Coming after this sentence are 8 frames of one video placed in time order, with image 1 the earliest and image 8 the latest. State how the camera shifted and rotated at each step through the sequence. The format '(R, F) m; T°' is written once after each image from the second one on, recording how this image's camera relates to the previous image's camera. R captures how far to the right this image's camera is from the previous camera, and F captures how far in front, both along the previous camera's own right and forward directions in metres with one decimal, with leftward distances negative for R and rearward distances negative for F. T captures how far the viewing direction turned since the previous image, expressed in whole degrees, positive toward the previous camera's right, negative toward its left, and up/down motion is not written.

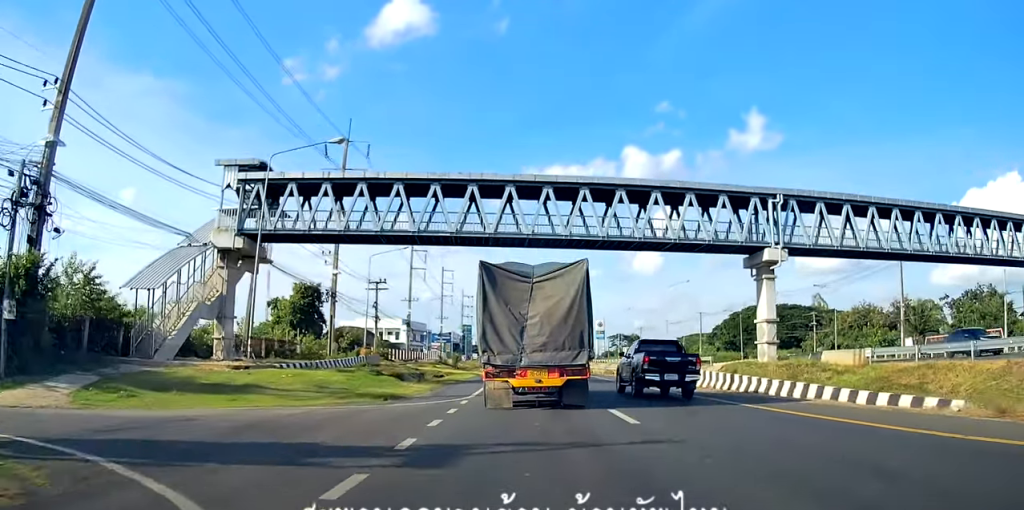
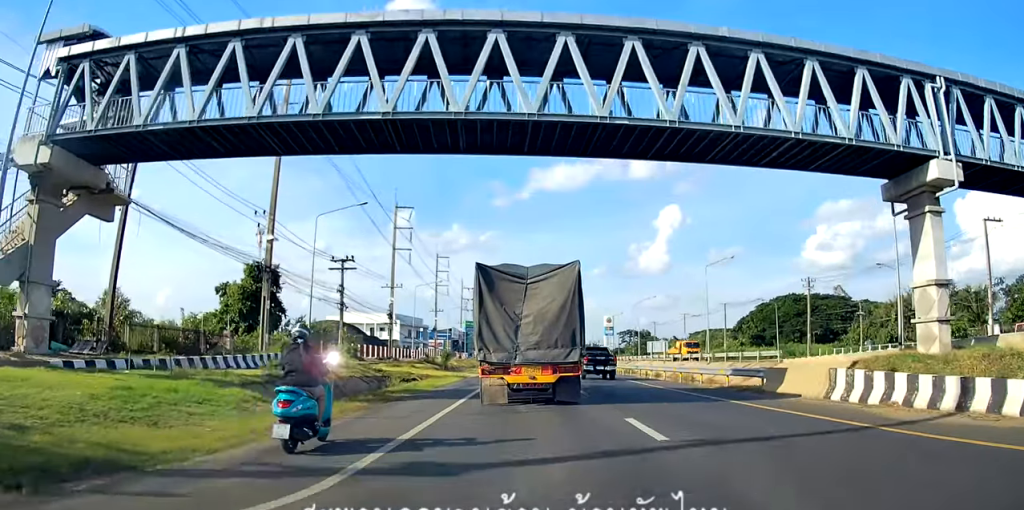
(+0.1, +14.8) m; -1°
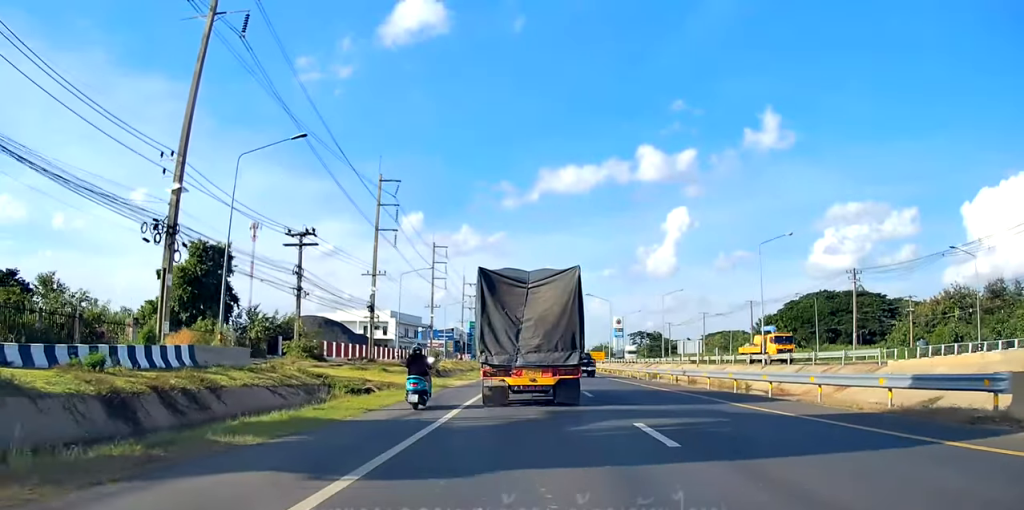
(-0.3, +12.2) m; -3°
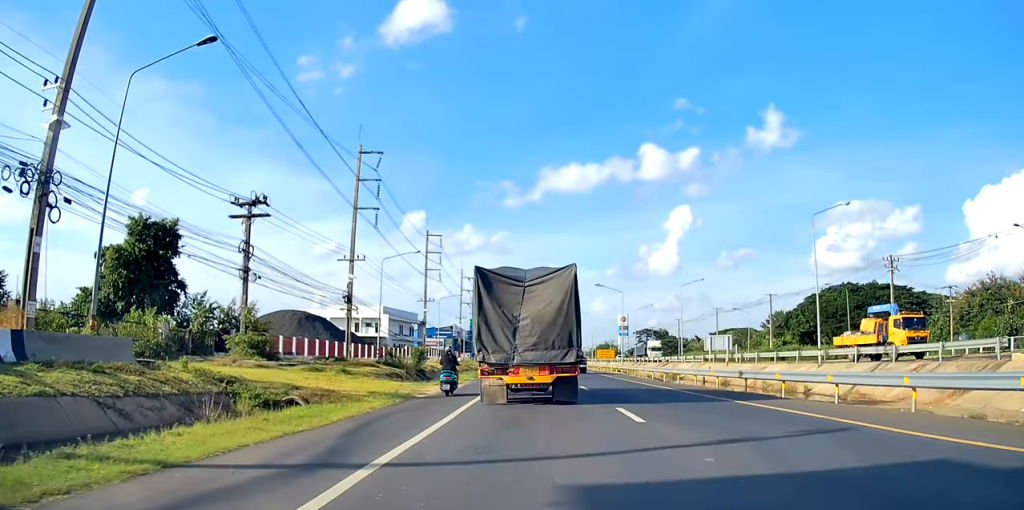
(-0.5, +8.4) m; 0°
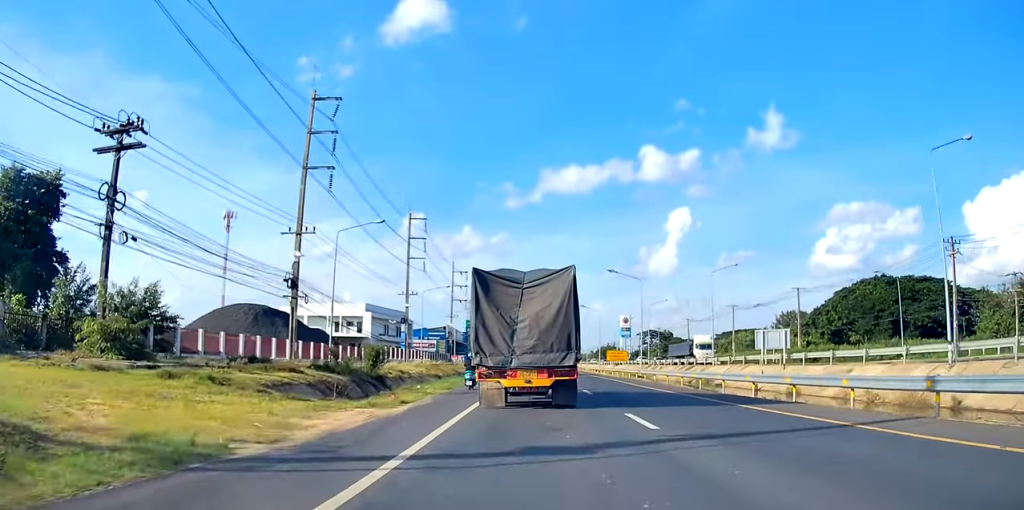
(+0.7, +12.7) m; +3°
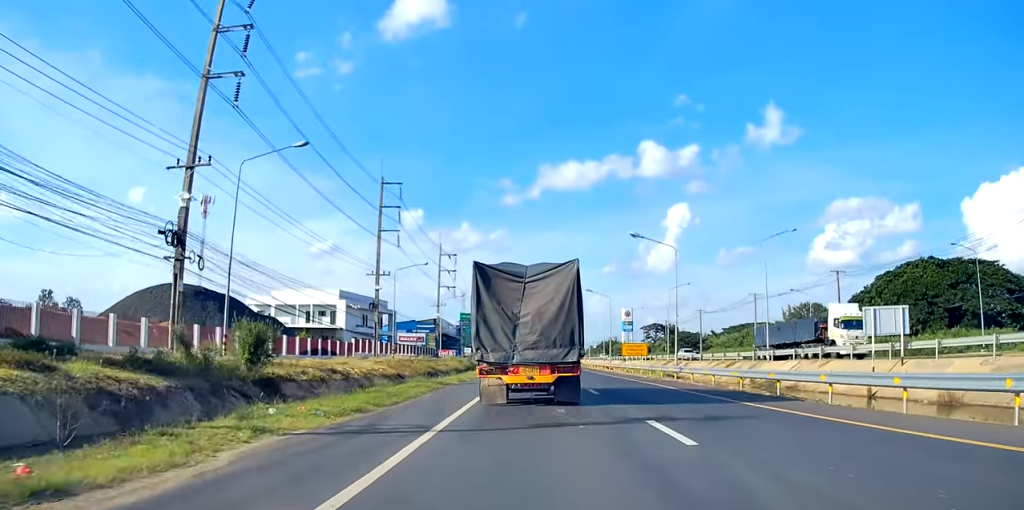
(0.0, +14.0) m; 0°
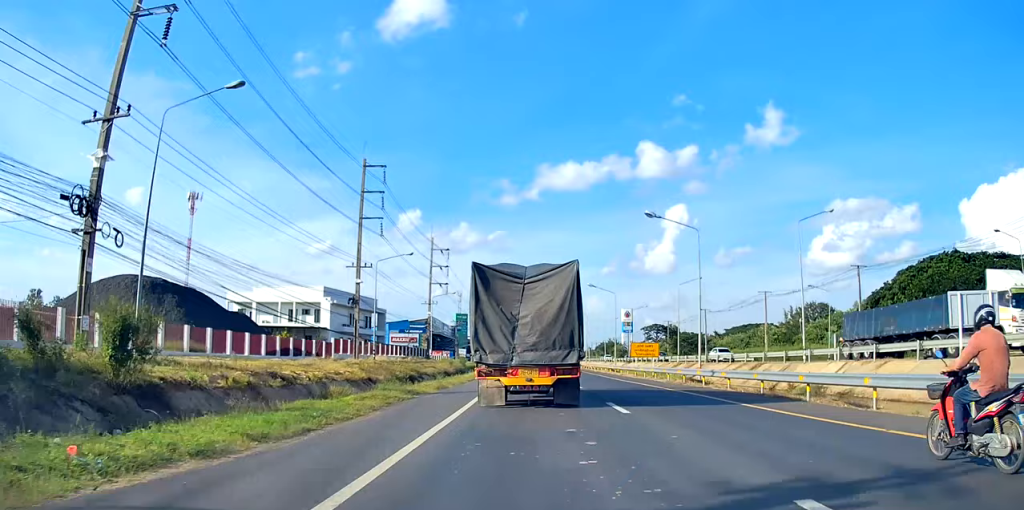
(0.0, +7.0) m; 0°
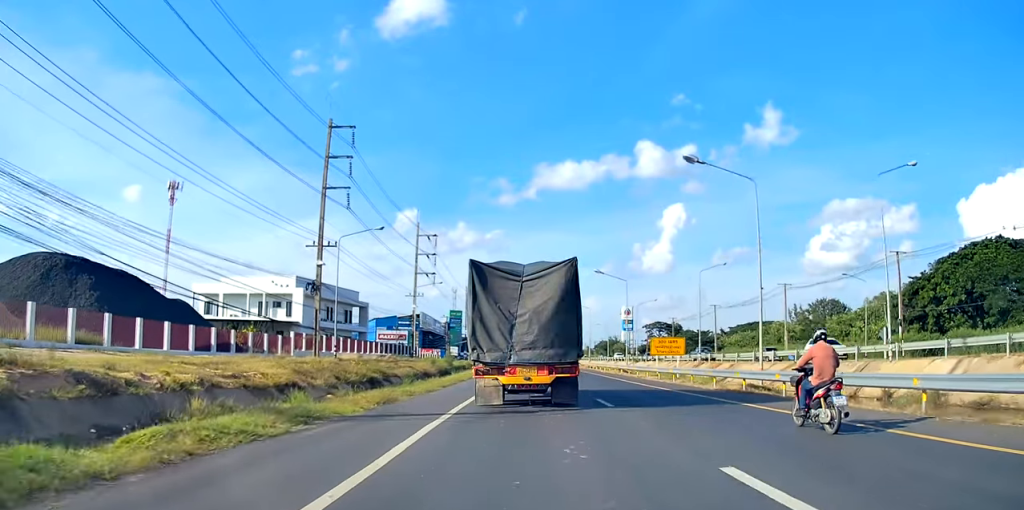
(0.0, +10.5) m; 0°
